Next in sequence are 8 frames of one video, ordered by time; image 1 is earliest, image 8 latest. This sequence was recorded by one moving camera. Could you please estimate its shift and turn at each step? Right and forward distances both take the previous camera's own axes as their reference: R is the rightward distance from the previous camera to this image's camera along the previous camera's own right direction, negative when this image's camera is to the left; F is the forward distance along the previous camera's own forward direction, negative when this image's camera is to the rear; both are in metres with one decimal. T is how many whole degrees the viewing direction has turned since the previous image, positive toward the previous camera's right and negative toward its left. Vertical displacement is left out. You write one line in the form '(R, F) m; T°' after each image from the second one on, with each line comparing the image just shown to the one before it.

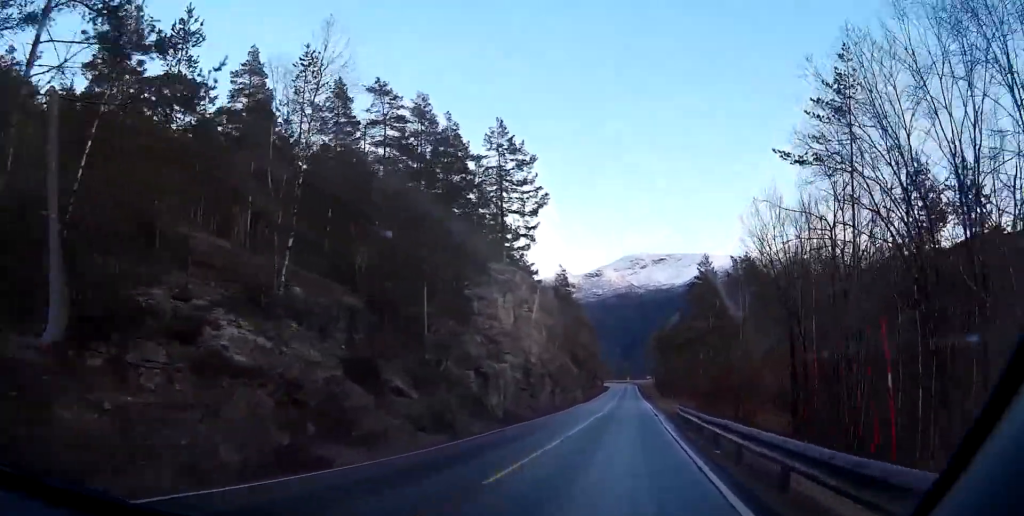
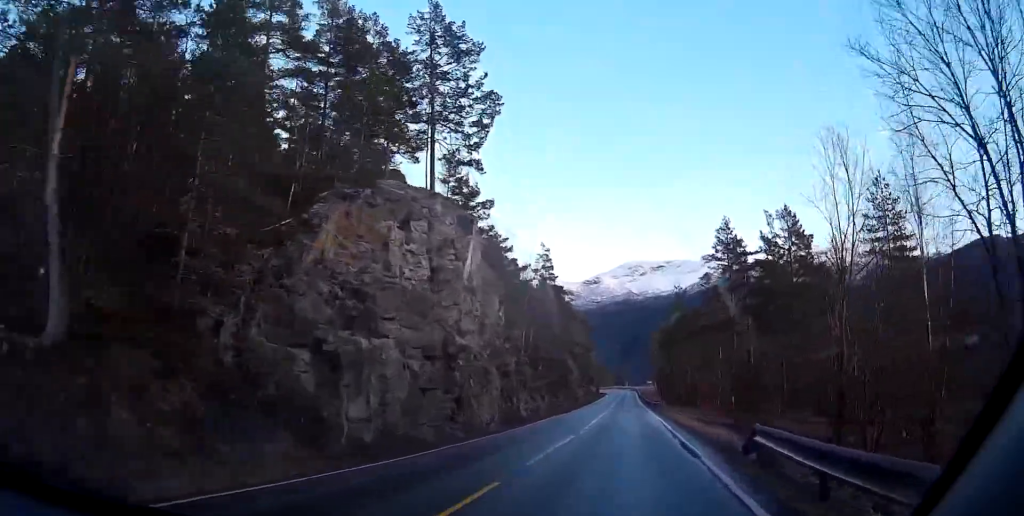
(+0.1, +20.7) m; 0°
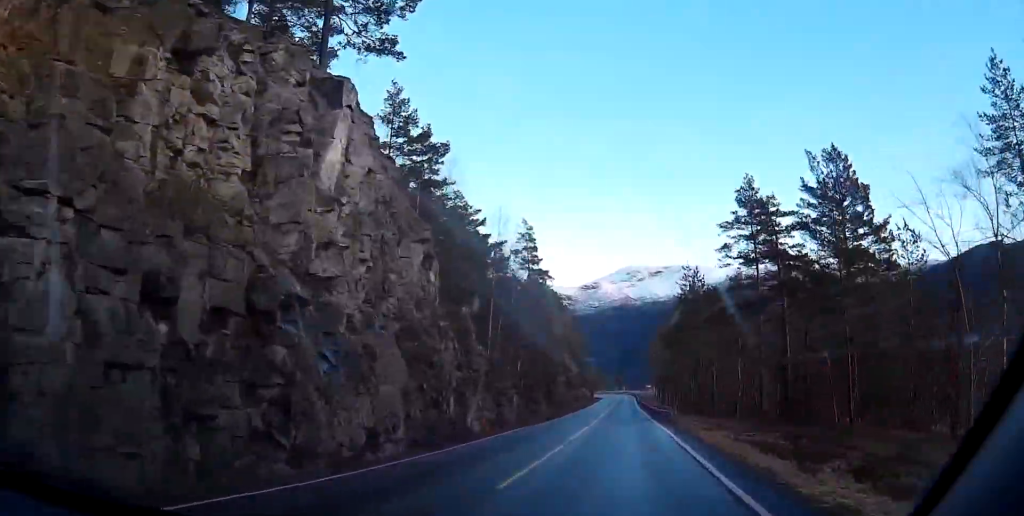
(-0.1, +14.6) m; +1°
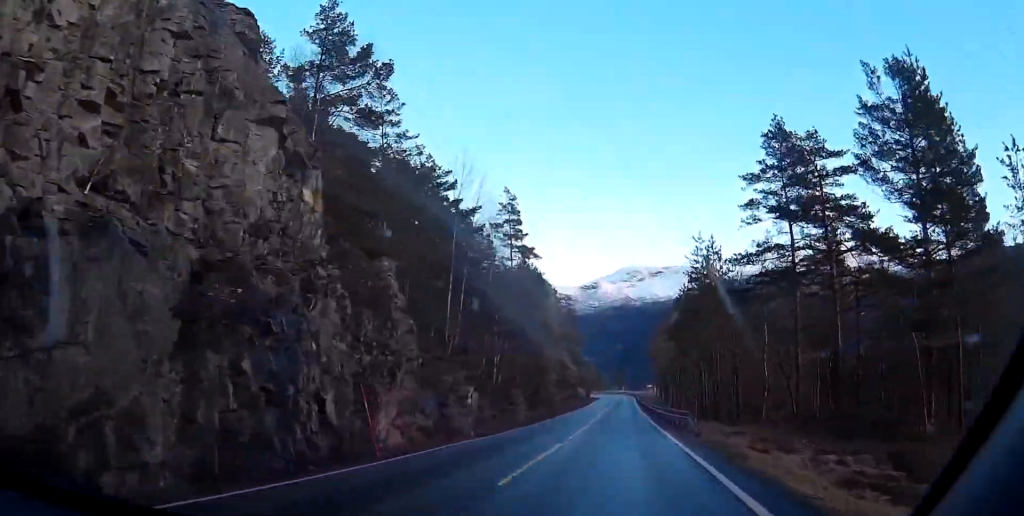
(+0.2, +11.7) m; +1°
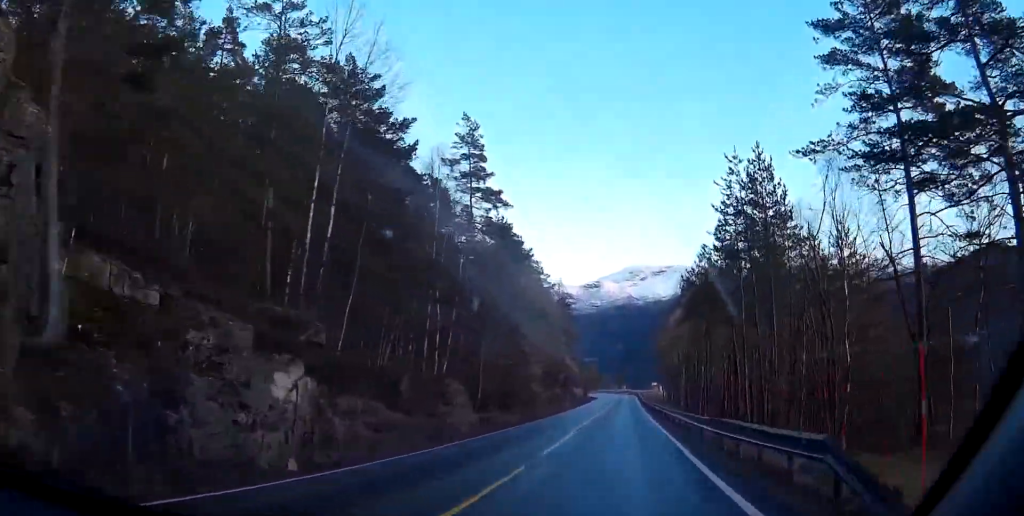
(+0.2, +18.2) m; +1°
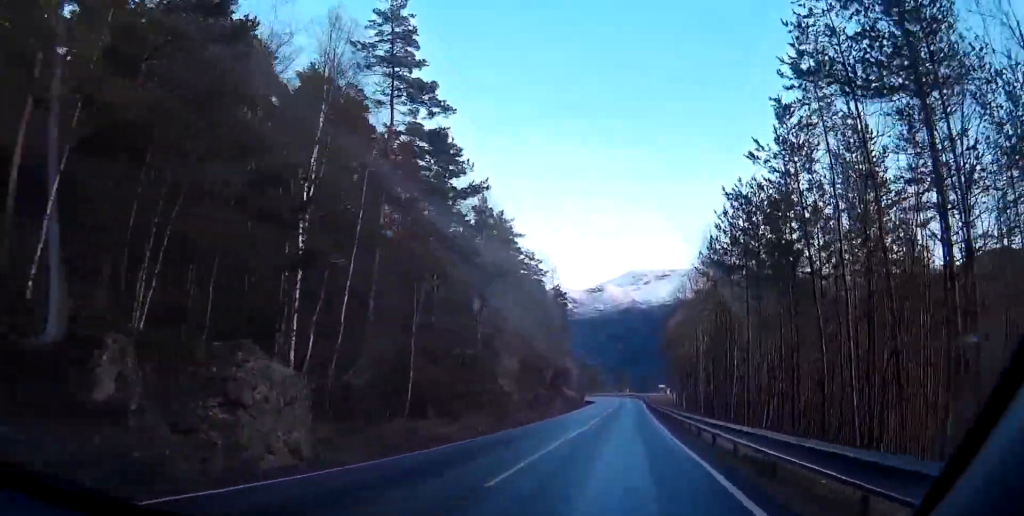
(0.0, +17.8) m; -1°
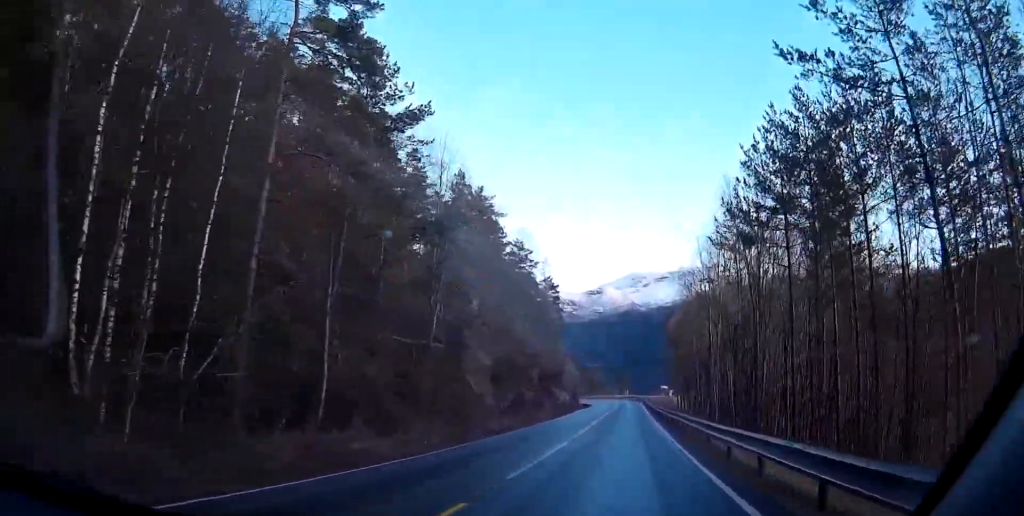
(-0.1, +10.3) m; 0°
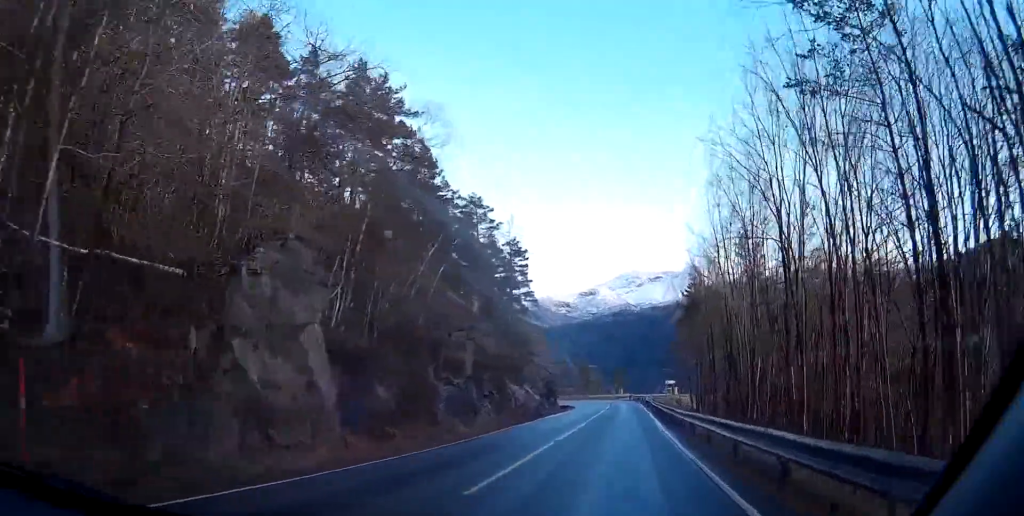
(0.0, +26.0) m; 0°
